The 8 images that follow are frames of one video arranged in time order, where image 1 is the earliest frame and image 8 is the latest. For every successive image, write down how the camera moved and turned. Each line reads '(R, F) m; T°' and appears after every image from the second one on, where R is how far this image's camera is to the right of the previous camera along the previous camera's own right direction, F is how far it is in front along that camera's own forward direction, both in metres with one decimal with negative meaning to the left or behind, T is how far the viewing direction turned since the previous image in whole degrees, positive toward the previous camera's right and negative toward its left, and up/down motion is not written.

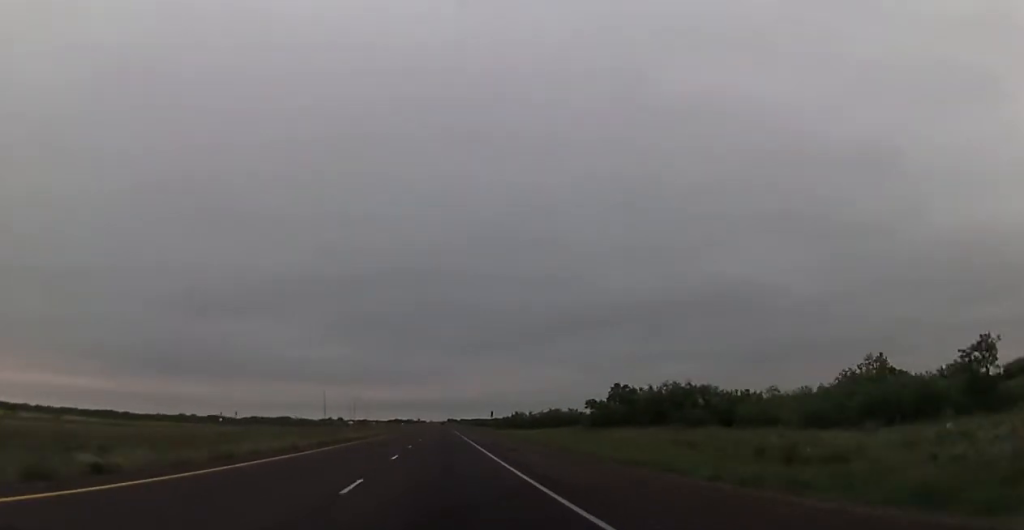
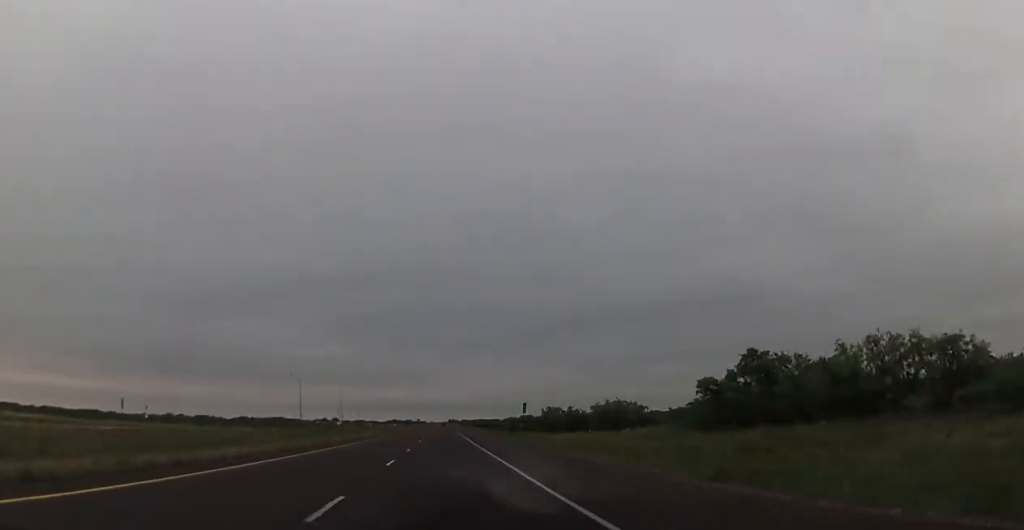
(0.0, +39.8) m; 0°
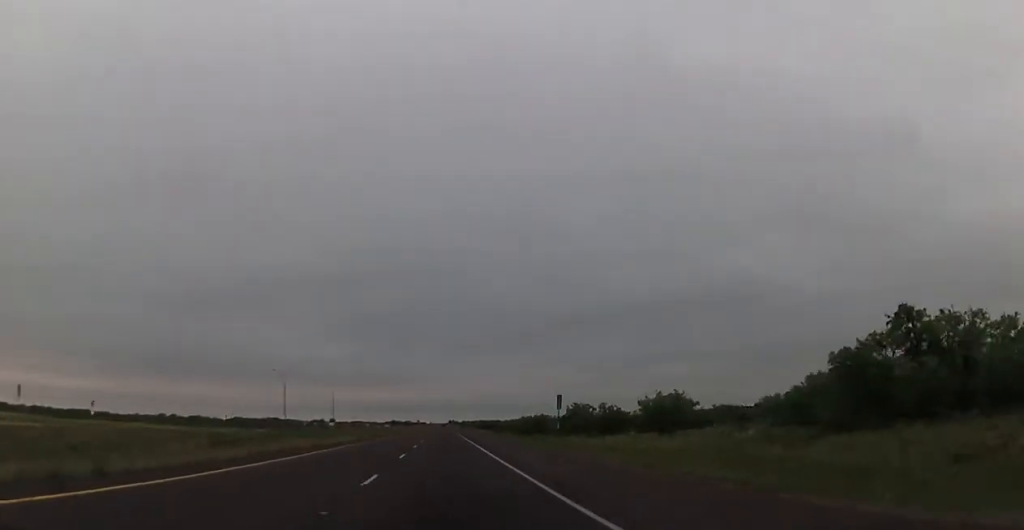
(+0.2, +18.7) m; 0°
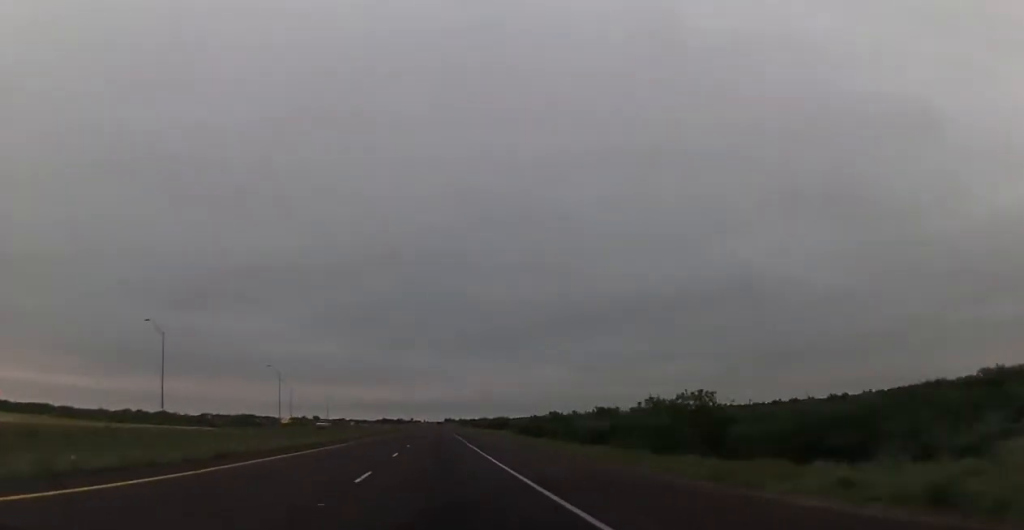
(-0.3, +72.2) m; 0°
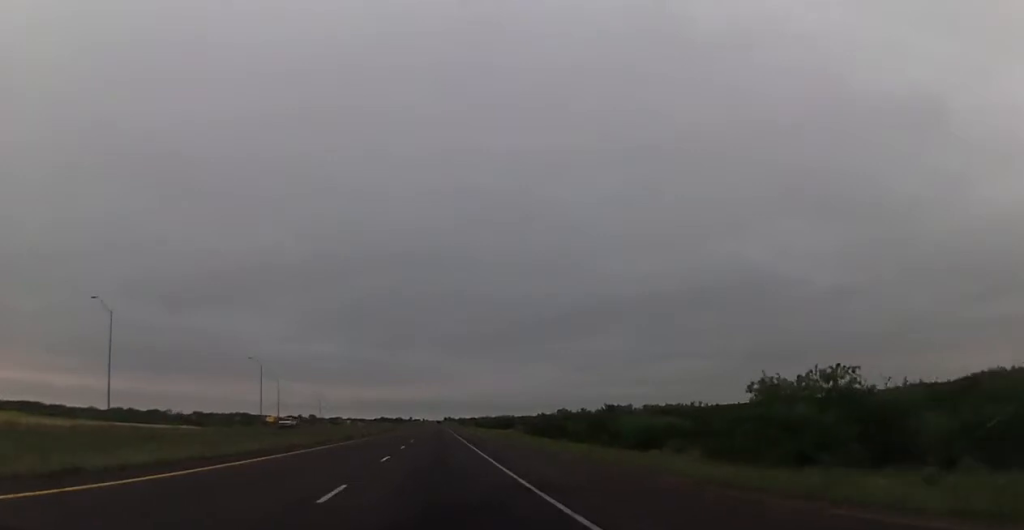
(-0.1, +16.2) m; 0°
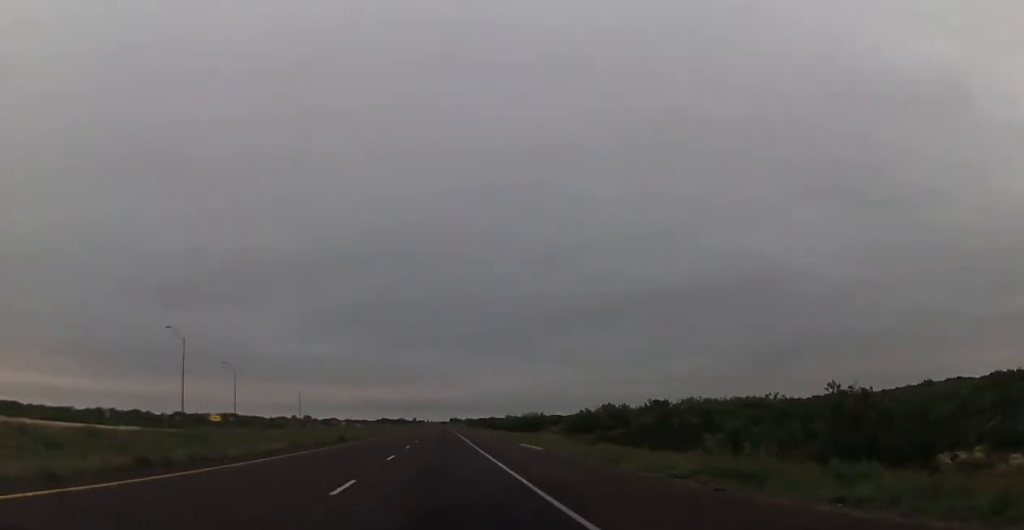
(+0.4, +47.3) m; +1°
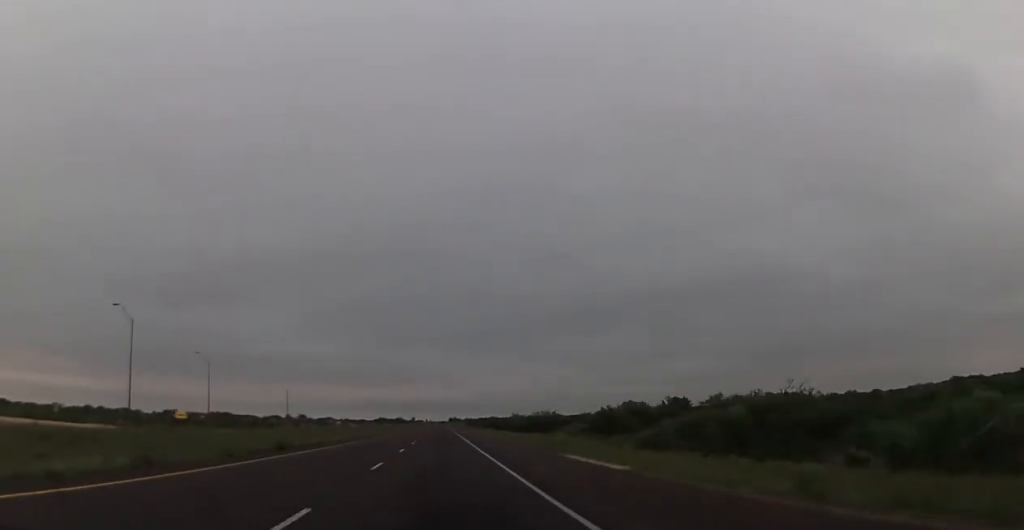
(0.0, +17.3) m; 0°
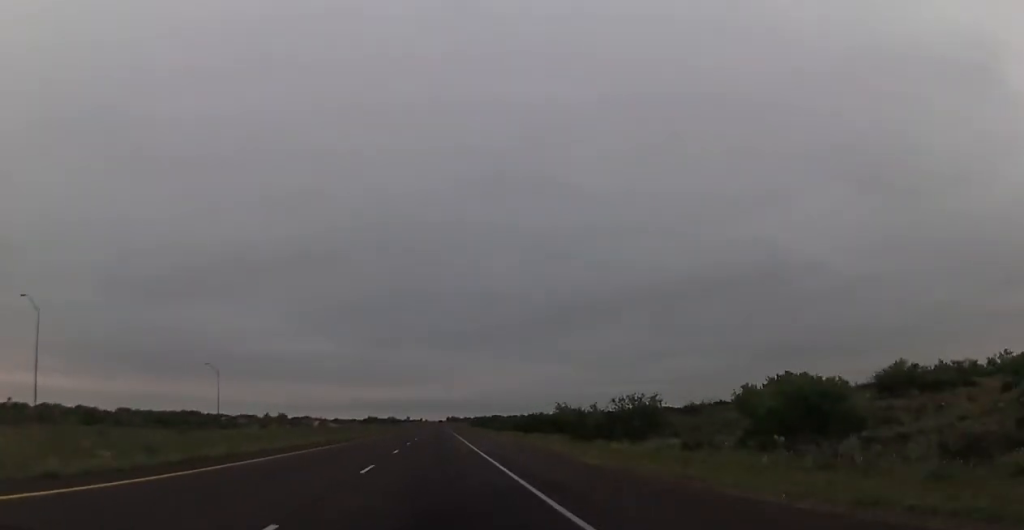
(-0.2, +62.1) m; -1°
